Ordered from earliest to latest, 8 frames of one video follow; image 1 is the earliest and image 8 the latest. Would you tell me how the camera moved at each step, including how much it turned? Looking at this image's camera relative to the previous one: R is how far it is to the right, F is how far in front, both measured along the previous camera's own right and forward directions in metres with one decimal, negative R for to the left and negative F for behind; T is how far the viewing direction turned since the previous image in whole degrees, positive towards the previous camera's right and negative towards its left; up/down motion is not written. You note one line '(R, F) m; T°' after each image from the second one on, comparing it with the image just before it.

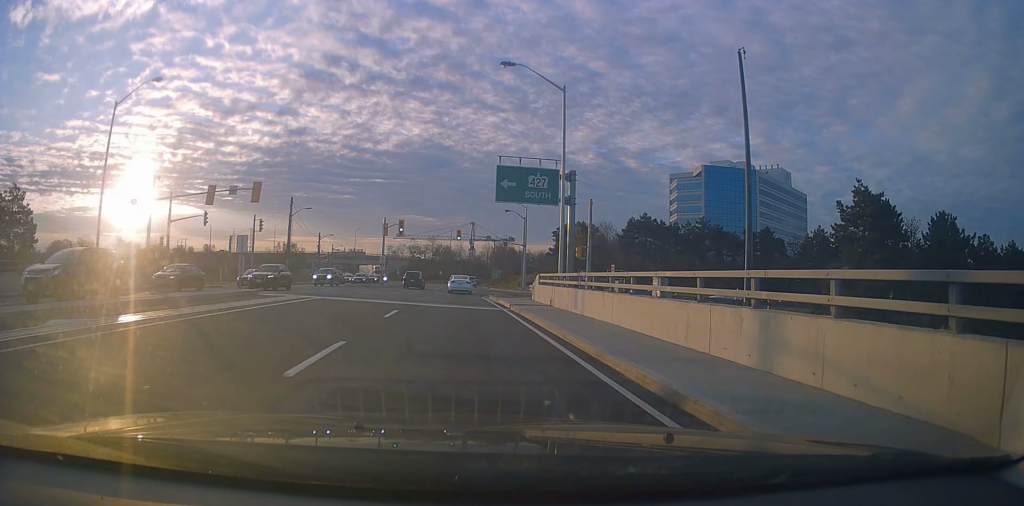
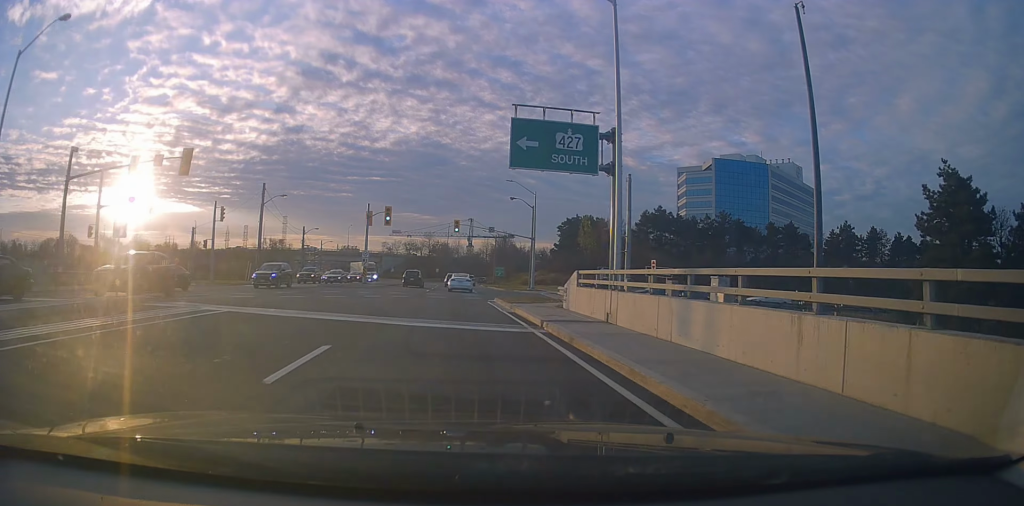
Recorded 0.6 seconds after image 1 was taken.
(+0.1, +9.7) m; +1°
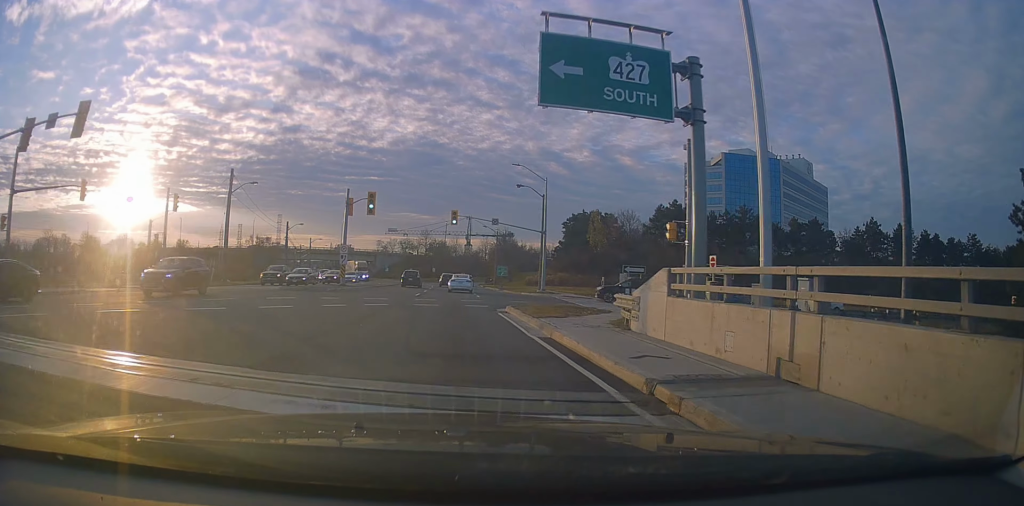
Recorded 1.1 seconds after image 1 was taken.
(0.0, +8.7) m; 0°
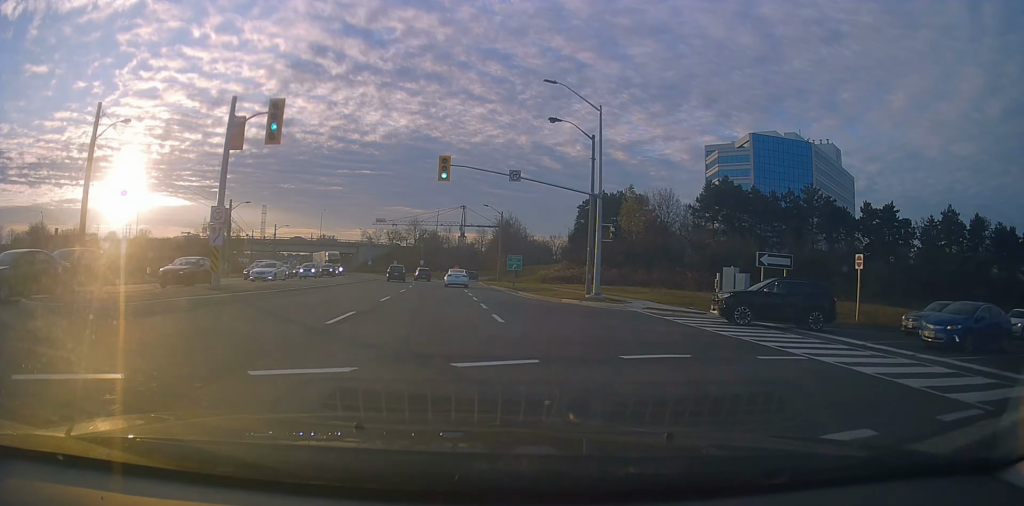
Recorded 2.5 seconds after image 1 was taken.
(+0.1, +21.4) m; 0°
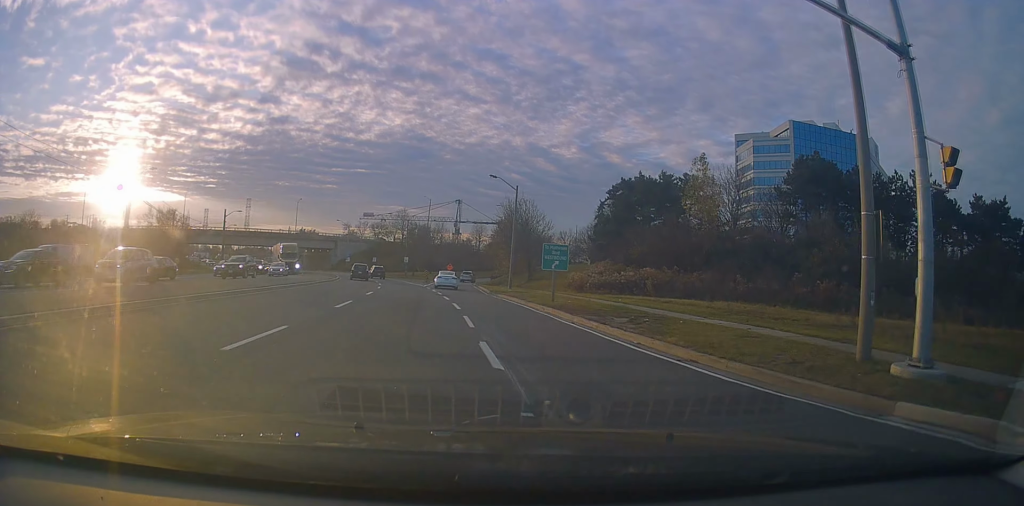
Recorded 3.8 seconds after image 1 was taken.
(-0.3, +22.4) m; -1°
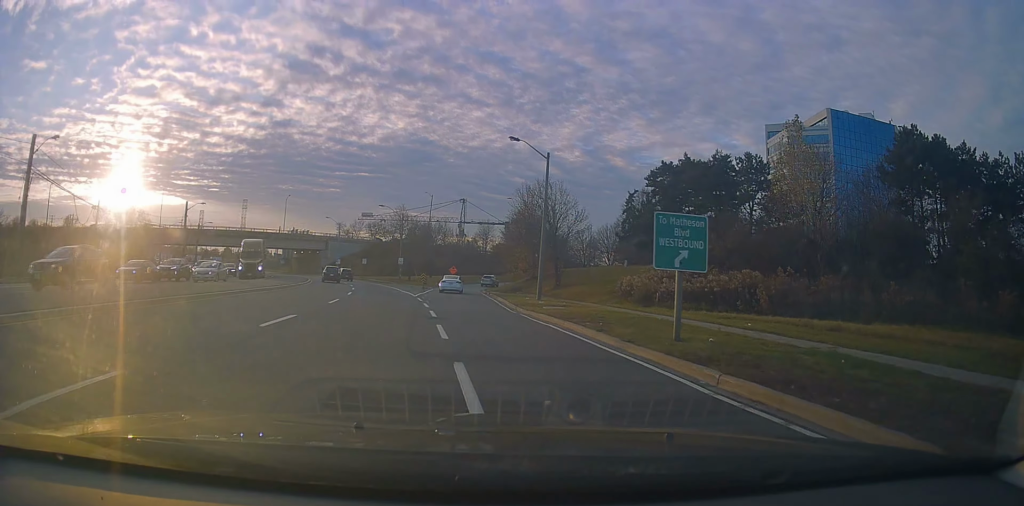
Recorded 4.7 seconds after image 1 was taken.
(0.0, +14.5) m; +1°
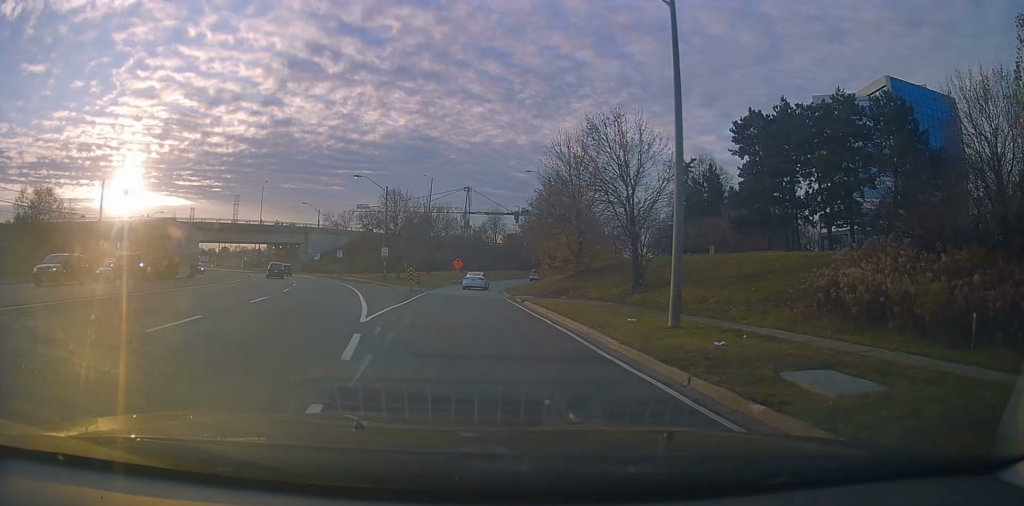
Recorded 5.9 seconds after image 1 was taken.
(+0.6, +20.4) m; +1°
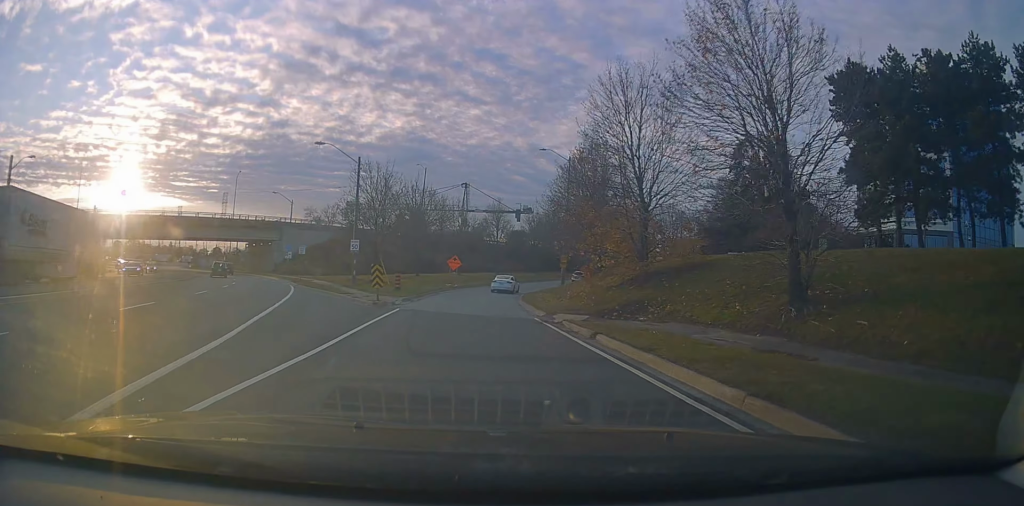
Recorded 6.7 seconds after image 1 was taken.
(-0.1, +14.3) m; 0°
